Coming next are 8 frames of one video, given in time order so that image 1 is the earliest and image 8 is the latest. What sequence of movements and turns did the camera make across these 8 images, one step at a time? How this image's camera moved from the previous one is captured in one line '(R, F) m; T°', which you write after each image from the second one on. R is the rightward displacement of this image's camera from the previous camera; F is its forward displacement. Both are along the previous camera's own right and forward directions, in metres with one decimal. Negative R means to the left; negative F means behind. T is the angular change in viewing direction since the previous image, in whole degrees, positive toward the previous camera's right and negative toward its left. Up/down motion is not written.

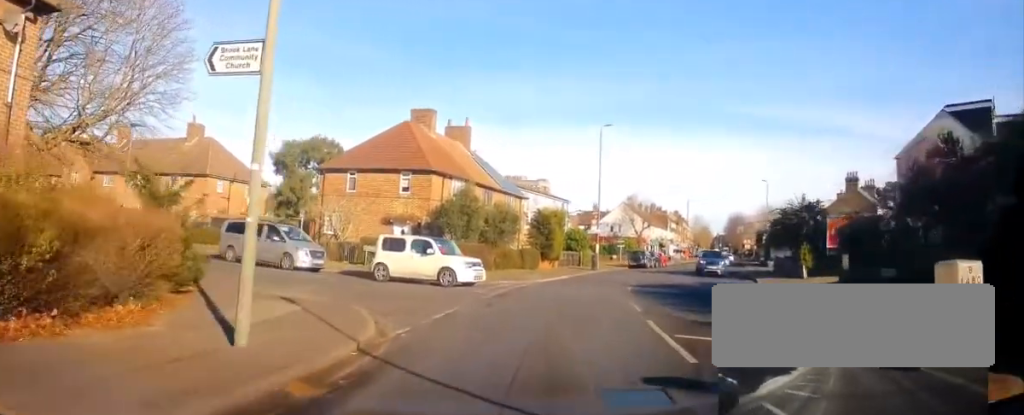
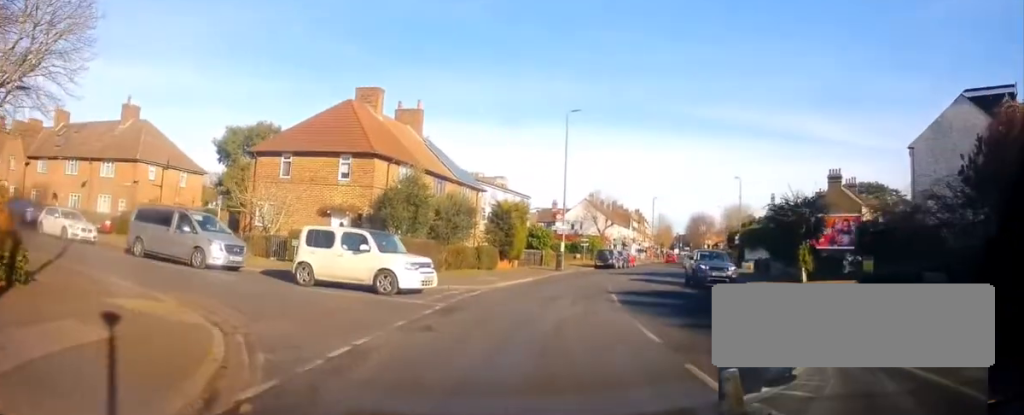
(0.0, +4.6) m; +5°
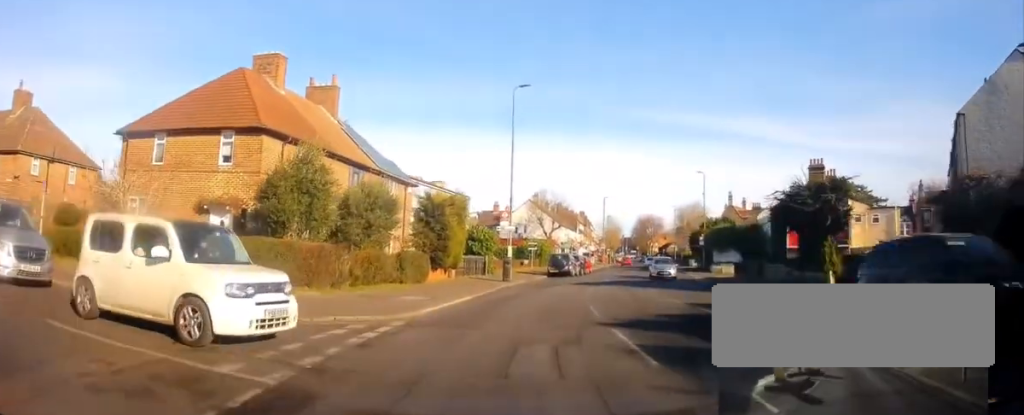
(+0.6, +7.6) m; +6°
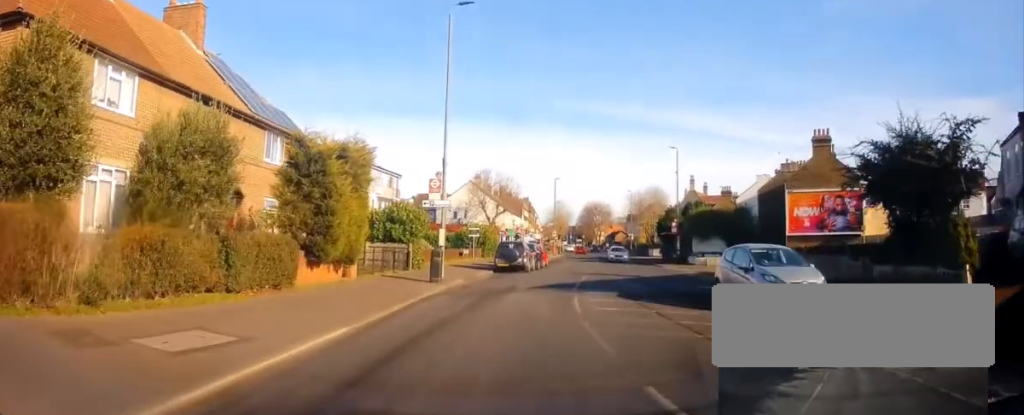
(+0.4, +11.1) m; +4°
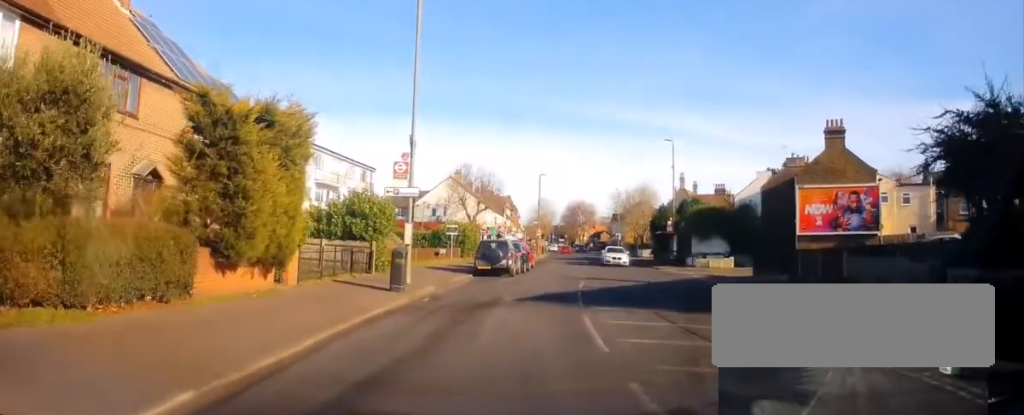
(0.0, +4.6) m; +2°
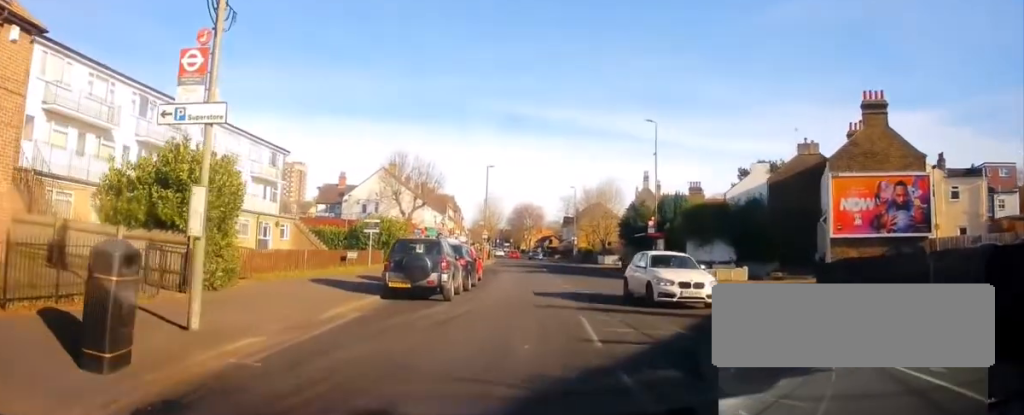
(+0.7, +10.9) m; +5°
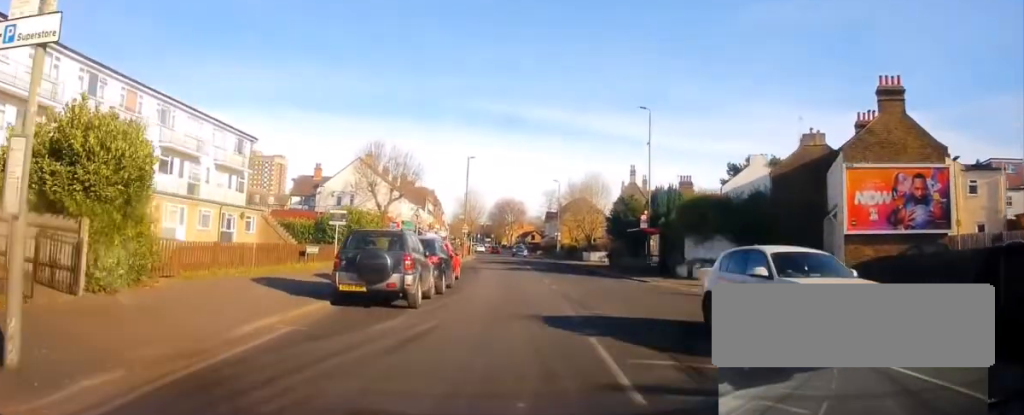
(0.0, +2.7) m; +1°
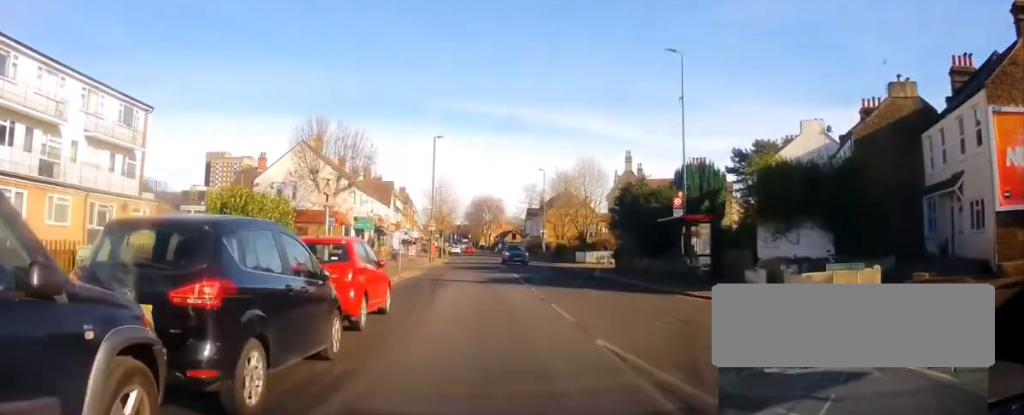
(+0.3, +10.4) m; +5°
